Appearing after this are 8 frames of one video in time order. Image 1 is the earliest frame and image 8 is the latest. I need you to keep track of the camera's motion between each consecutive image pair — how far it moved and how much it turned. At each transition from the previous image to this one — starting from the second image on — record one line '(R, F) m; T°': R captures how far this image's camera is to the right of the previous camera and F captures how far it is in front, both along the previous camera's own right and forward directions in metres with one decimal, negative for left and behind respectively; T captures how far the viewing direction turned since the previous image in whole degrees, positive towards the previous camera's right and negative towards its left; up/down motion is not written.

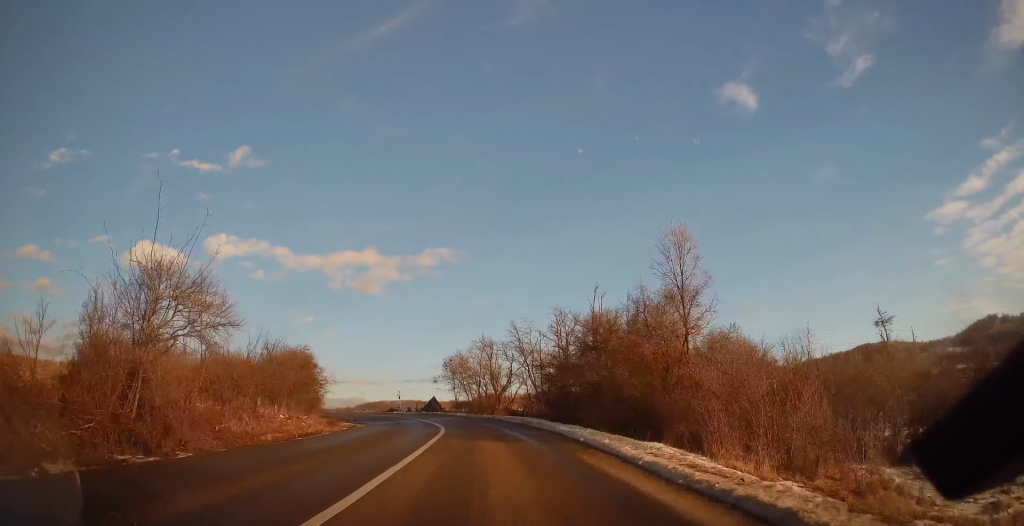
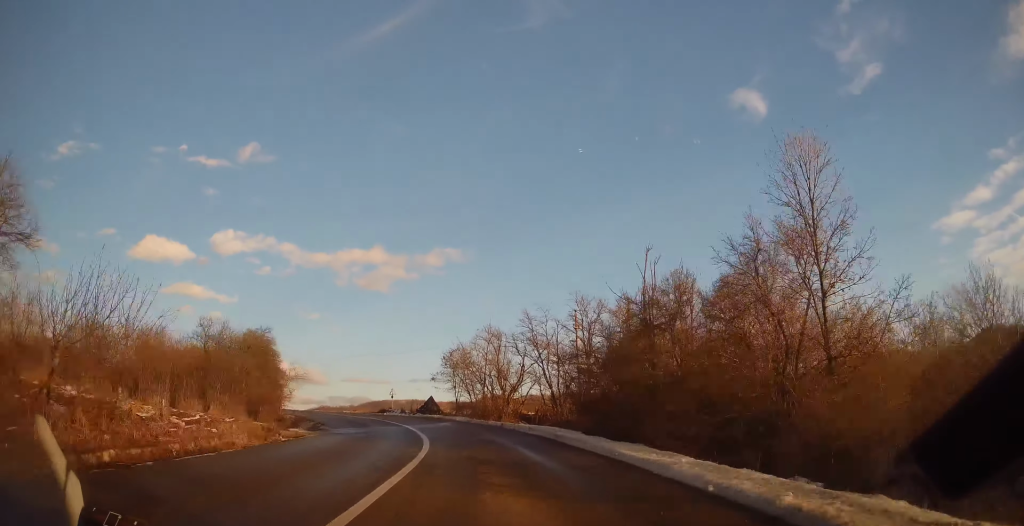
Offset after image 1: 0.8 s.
(+0.1, +8.6) m; -4°
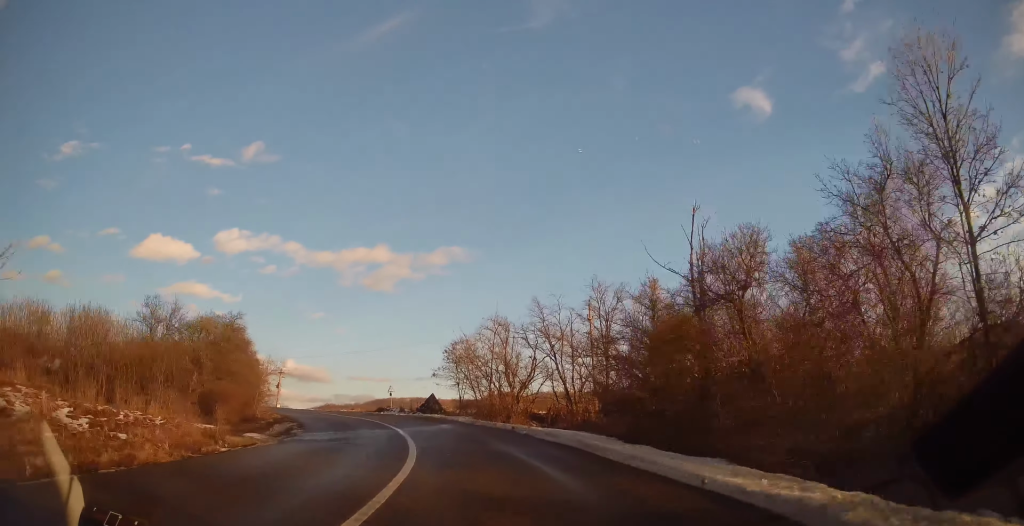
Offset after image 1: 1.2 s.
(-0.3, +4.8) m; -2°
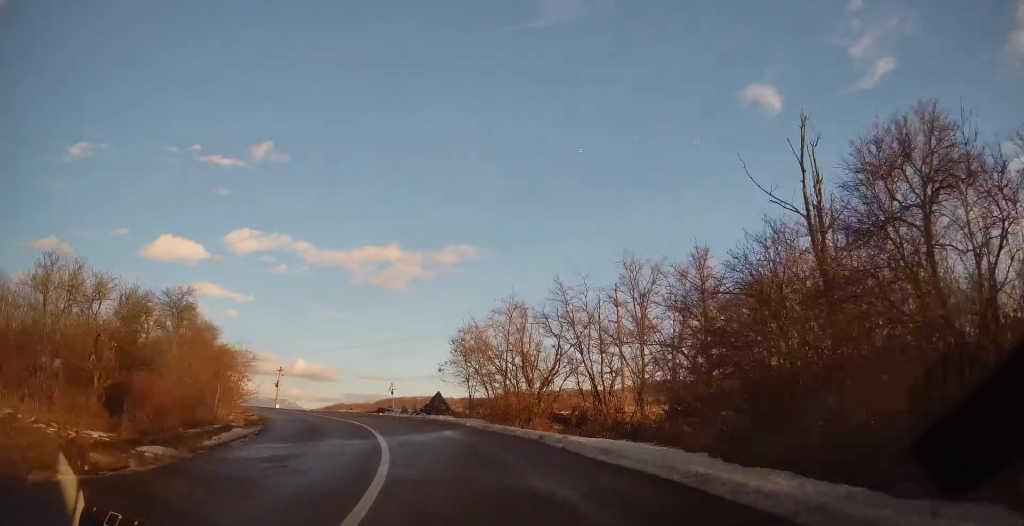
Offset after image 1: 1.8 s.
(-0.2, +6.3) m; -2°
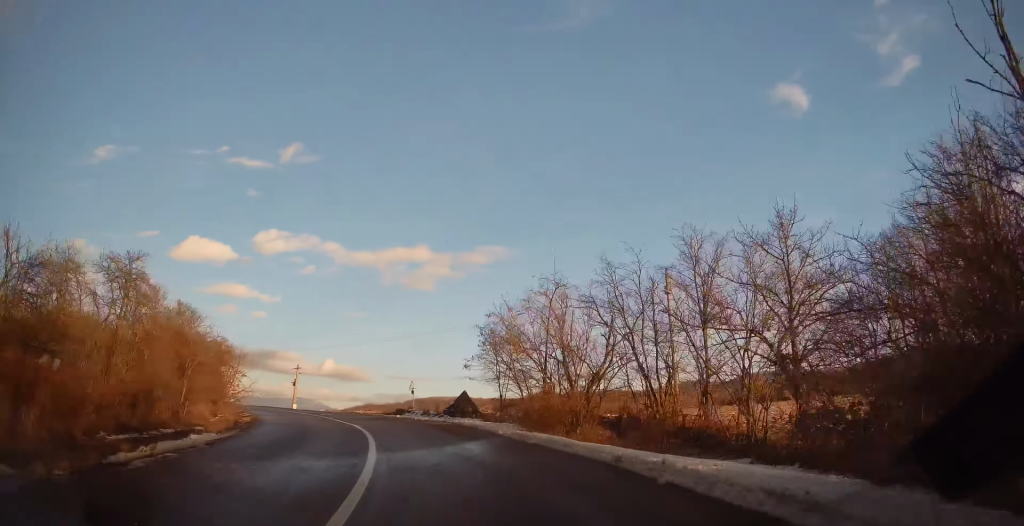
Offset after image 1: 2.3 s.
(0.0, +5.6) m; -3°
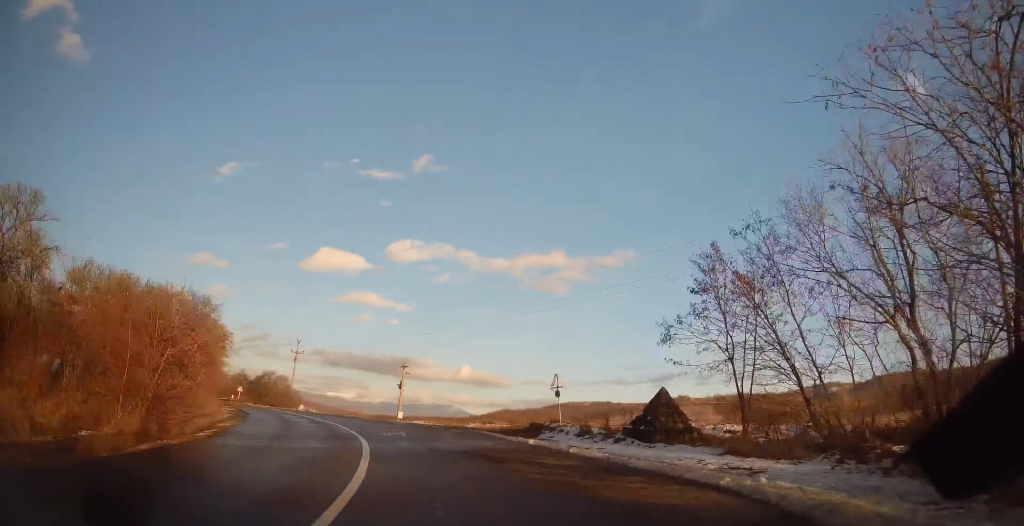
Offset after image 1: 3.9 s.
(-2.1, +18.7) m; -15°
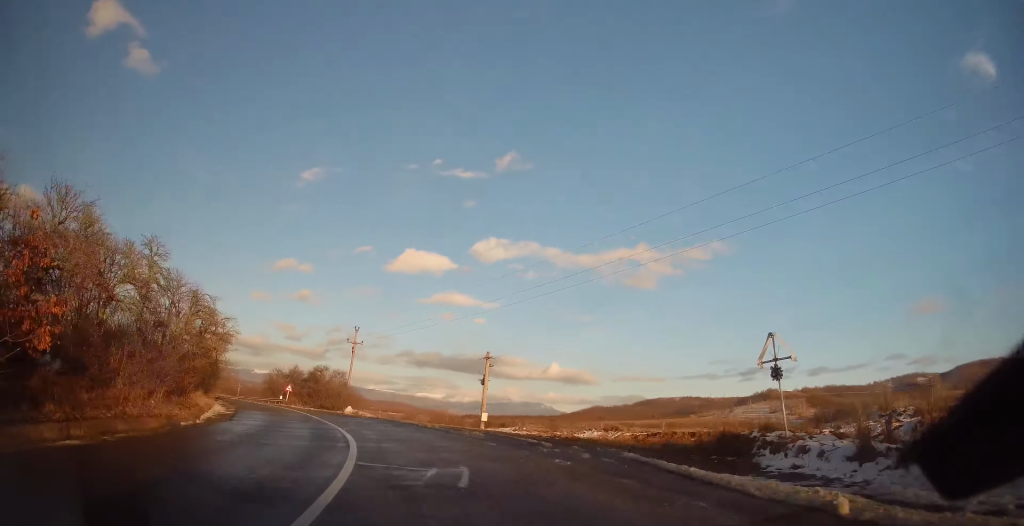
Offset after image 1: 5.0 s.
(-1.0, +12.5) m; -9°
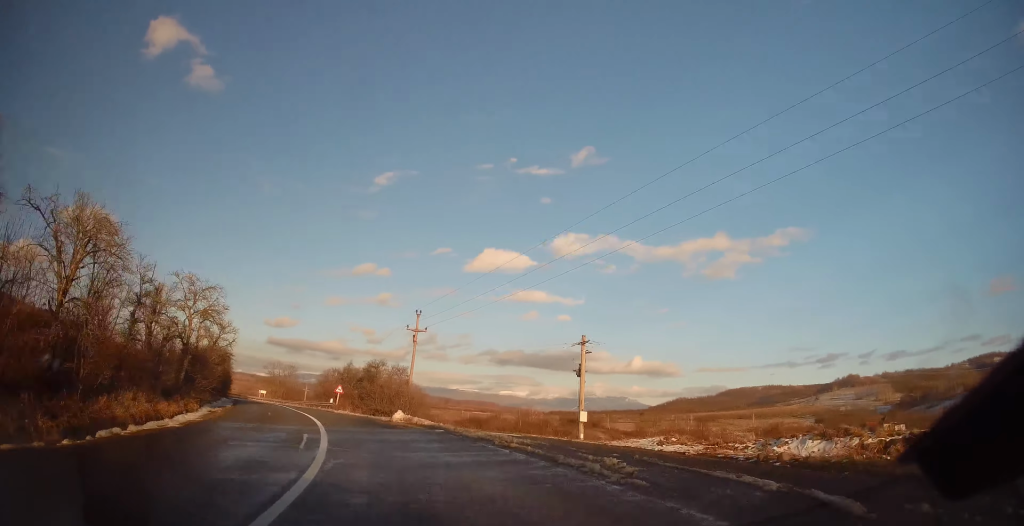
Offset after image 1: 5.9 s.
(-0.7, +11.1) m; -10°
